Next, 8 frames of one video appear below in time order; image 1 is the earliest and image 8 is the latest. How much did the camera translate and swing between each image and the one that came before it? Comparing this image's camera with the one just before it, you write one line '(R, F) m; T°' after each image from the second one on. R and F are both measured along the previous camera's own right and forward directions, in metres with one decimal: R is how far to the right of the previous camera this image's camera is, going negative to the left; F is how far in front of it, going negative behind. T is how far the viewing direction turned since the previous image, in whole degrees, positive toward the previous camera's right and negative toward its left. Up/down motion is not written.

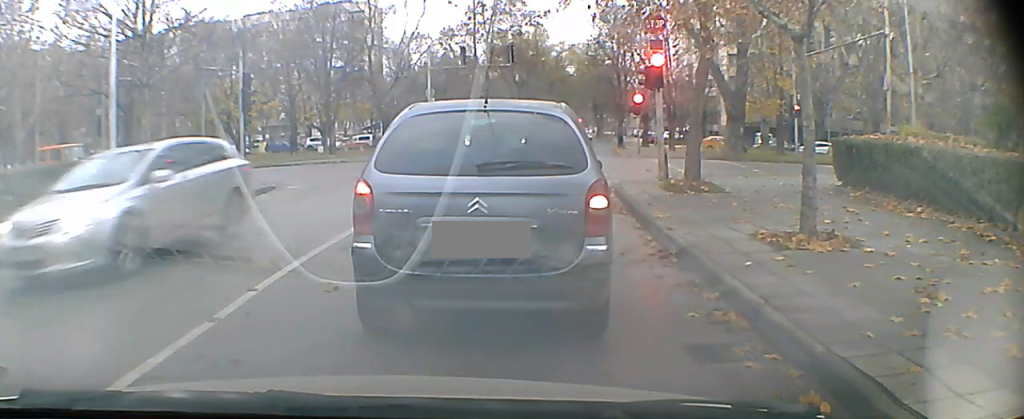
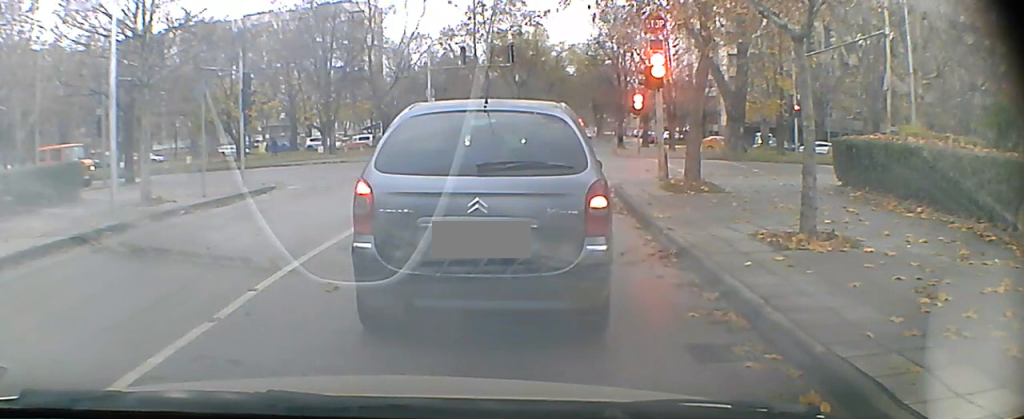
(0.0, 0.0) m; 0°
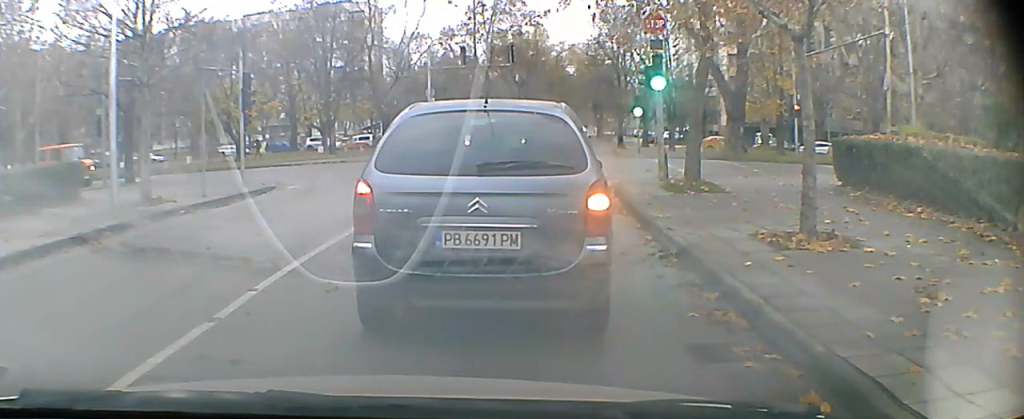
(0.0, 0.0) m; 0°
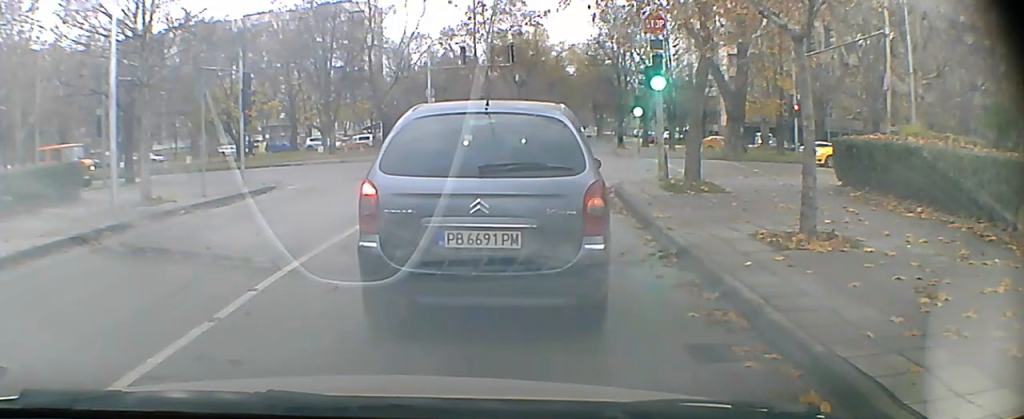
(0.0, 0.0) m; 0°
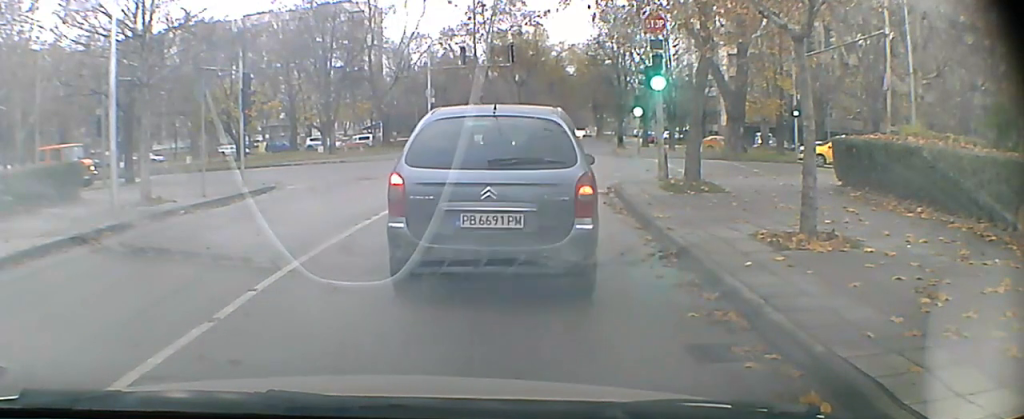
(0.0, +0.1) m; 0°
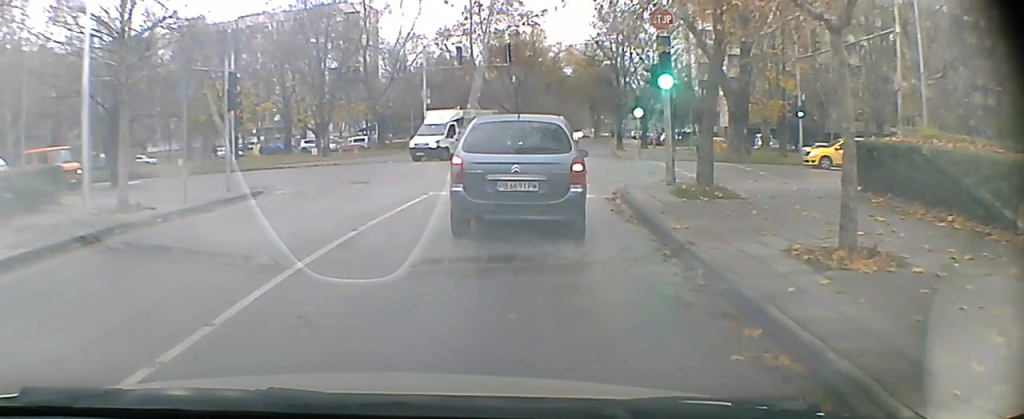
(0.0, +1.4) m; 0°
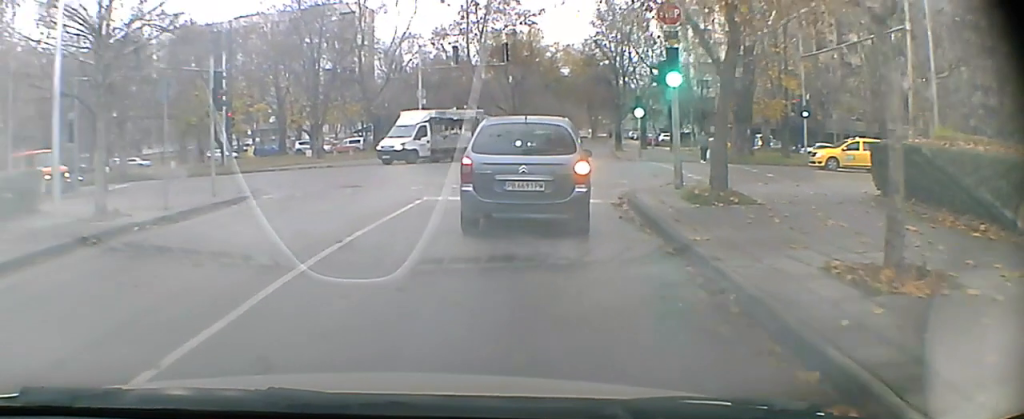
(0.0, +1.0) m; 0°
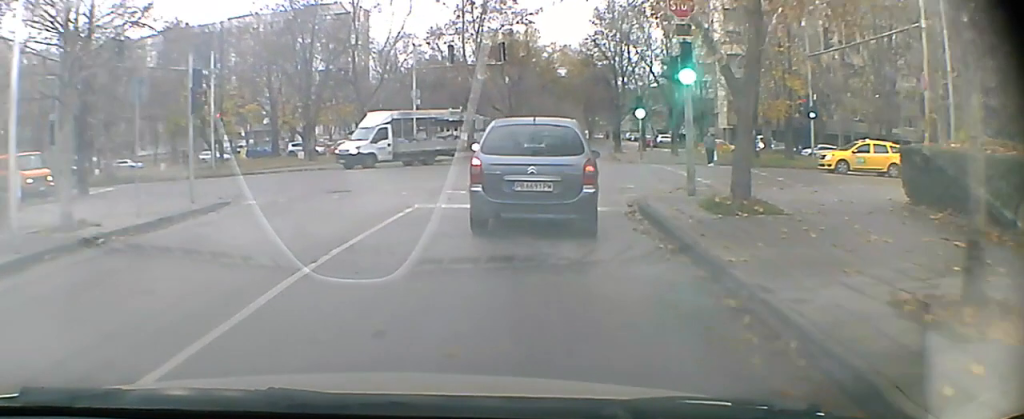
(0.0, +1.5) m; 0°
